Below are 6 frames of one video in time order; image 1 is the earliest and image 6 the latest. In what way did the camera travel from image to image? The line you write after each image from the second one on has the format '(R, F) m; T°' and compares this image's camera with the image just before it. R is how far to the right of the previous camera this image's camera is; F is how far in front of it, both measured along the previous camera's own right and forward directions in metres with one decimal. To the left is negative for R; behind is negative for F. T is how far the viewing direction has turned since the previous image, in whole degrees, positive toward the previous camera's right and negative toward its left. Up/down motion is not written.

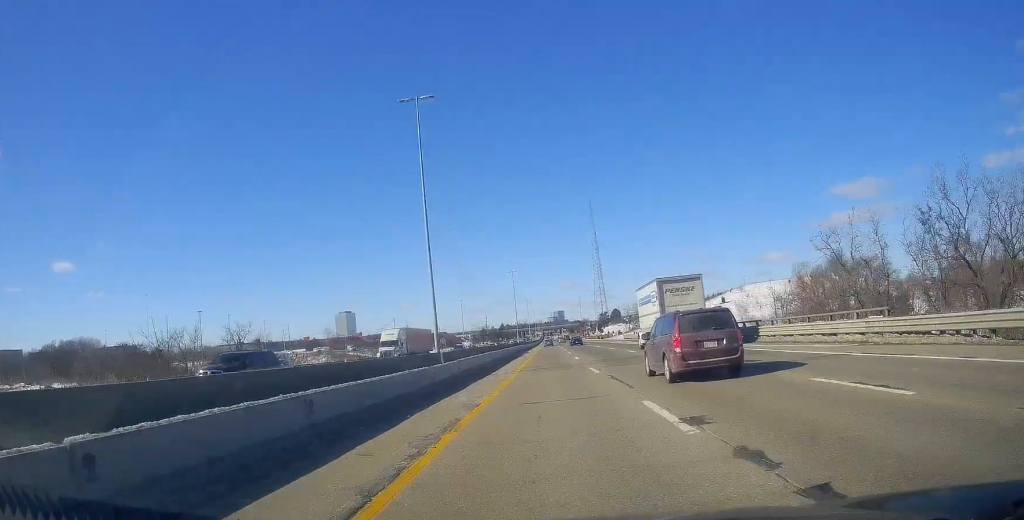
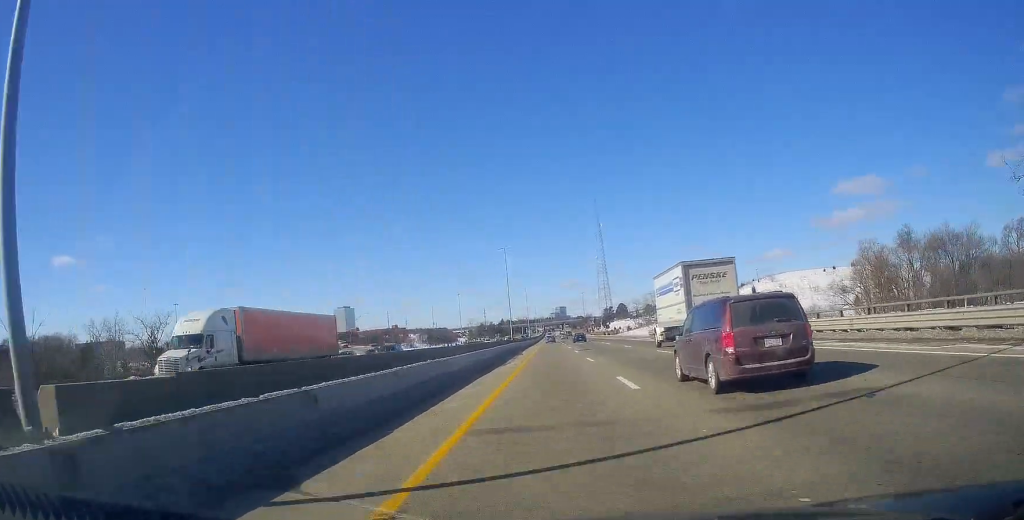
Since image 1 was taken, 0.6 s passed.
(-0.2, +24.9) m; -1°
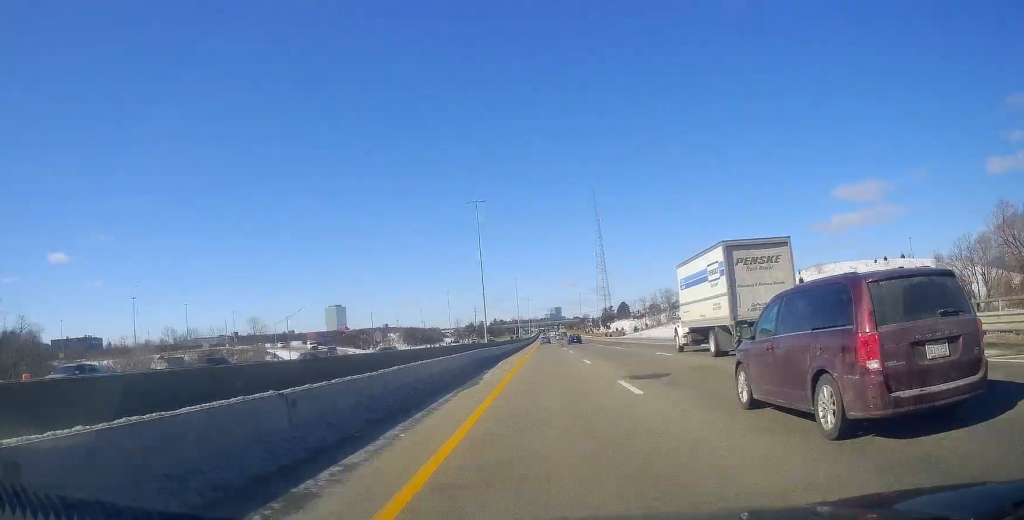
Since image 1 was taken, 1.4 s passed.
(-0.3, +31.4) m; 0°
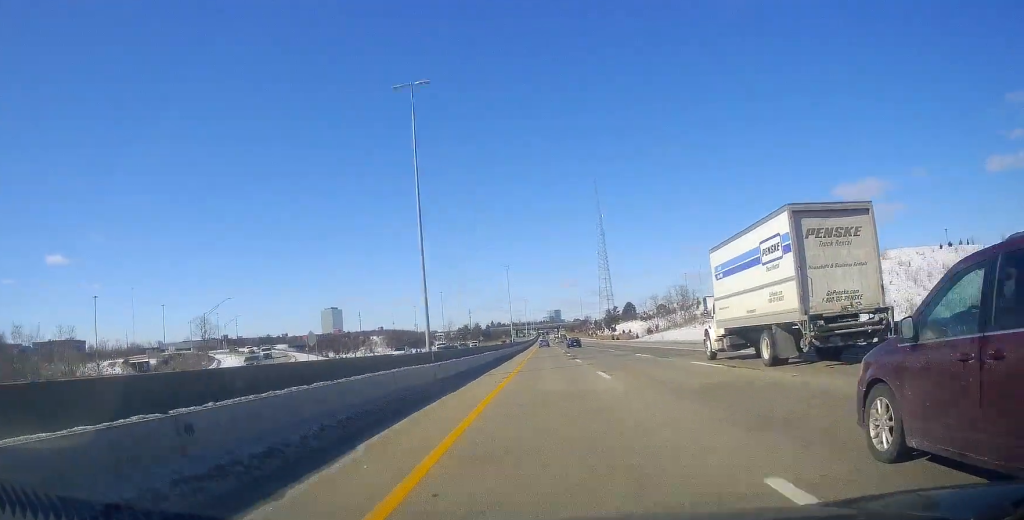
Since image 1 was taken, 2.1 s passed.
(+0.1, +27.4) m; +1°
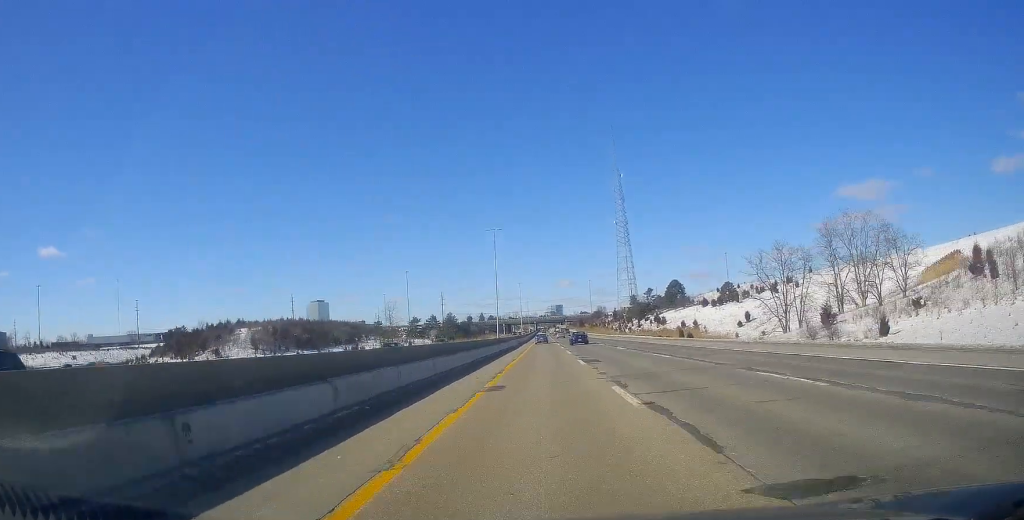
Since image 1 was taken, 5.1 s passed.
(+1.4, +114.9) m; +1°
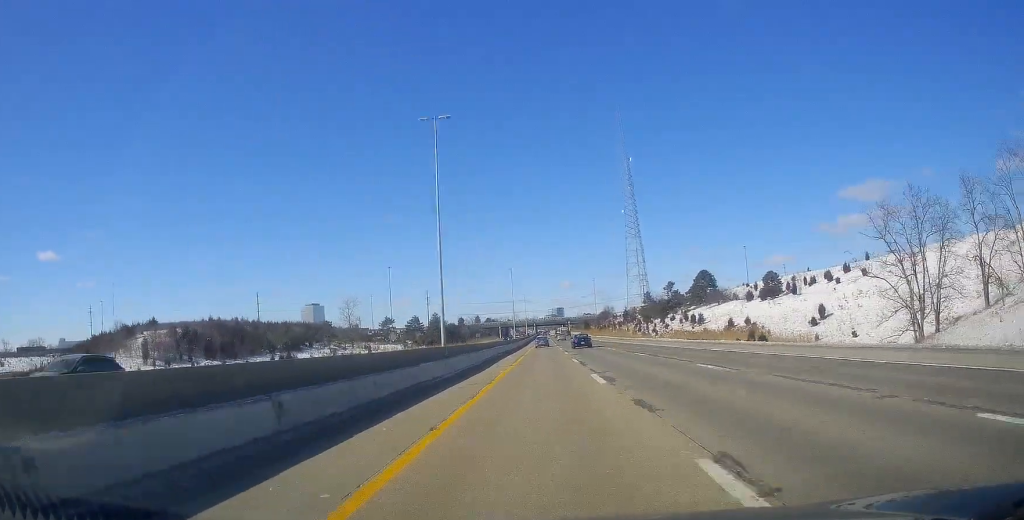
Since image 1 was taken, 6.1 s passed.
(0.0, +39.2) m; -1°
